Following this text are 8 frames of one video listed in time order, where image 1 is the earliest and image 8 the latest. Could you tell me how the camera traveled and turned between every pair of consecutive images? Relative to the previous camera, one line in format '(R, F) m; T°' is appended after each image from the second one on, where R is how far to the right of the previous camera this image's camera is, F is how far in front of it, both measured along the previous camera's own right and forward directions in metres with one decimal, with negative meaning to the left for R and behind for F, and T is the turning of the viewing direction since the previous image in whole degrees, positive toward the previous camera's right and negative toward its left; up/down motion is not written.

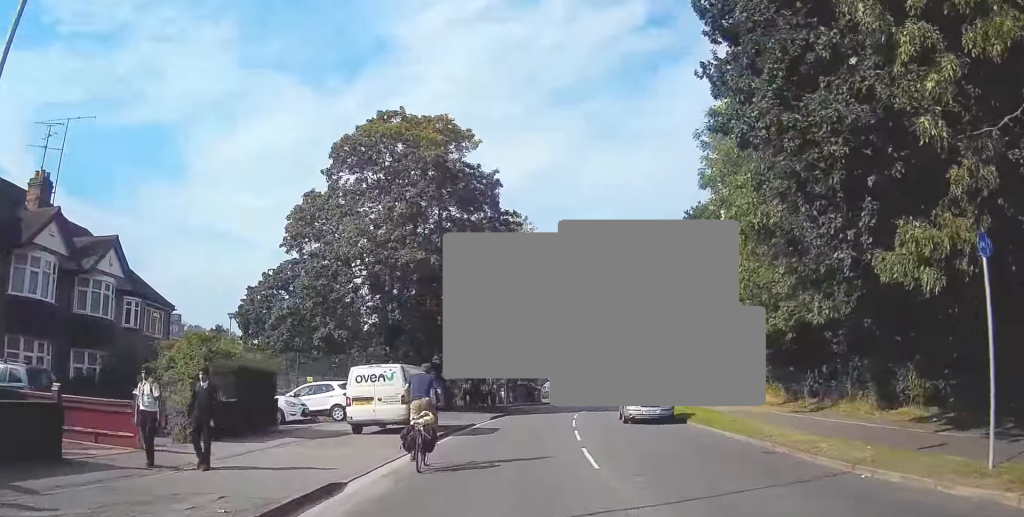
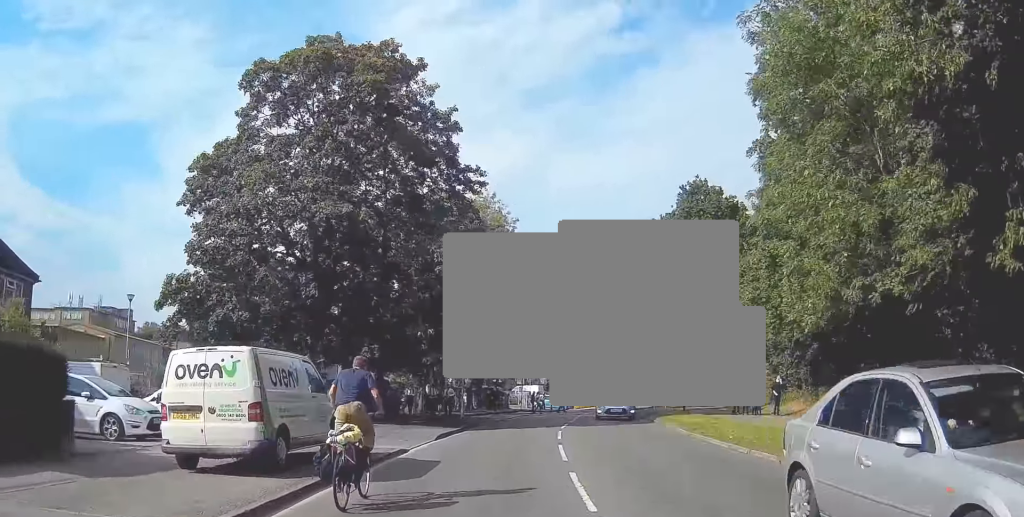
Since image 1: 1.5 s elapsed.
(+0.3, +9.0) m; +5°
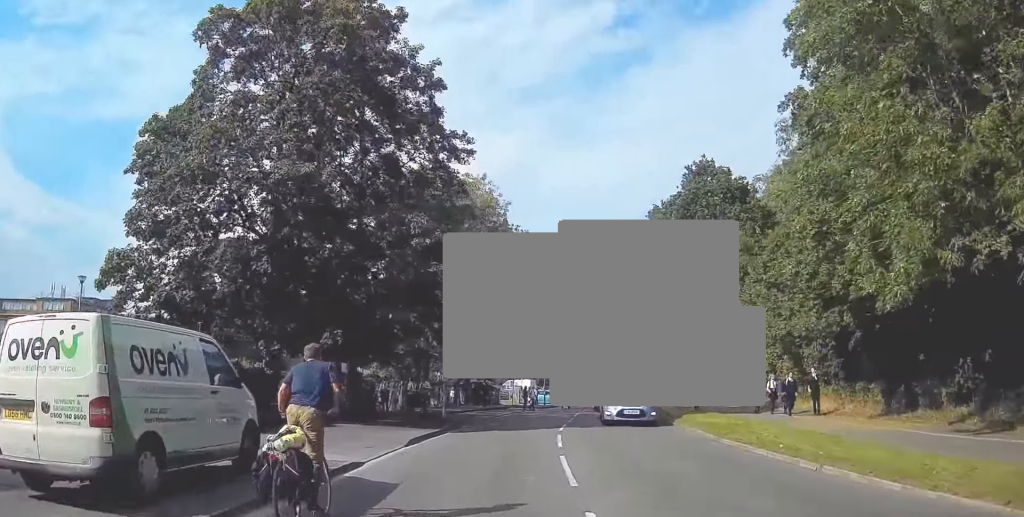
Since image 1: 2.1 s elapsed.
(+0.2, +4.1) m; -1°
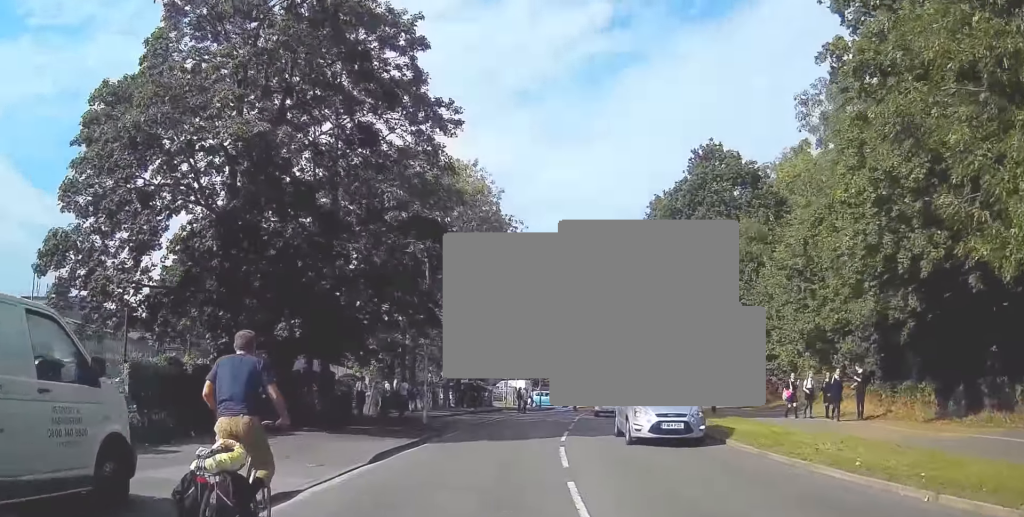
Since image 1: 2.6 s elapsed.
(0.0, +3.6) m; -2°
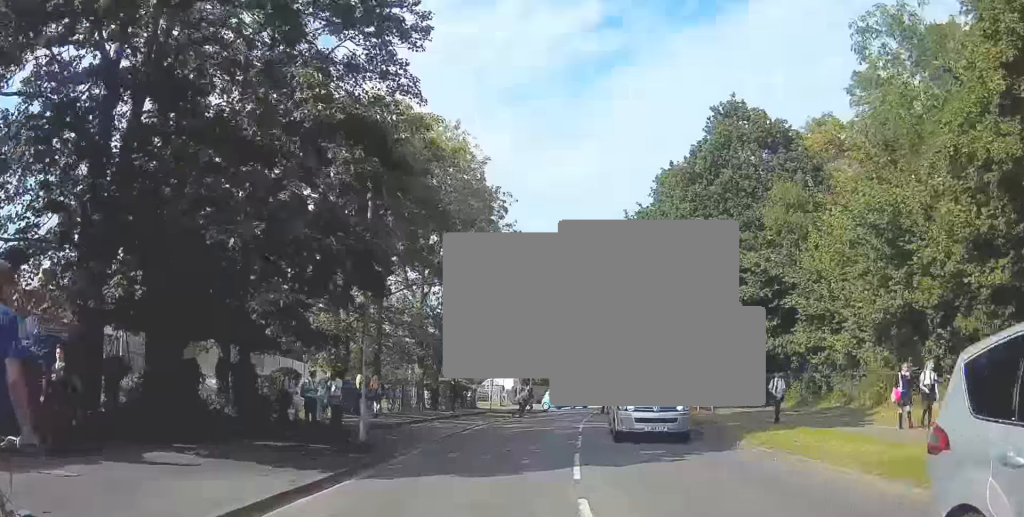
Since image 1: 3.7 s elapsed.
(-0.6, +7.6) m; -4°
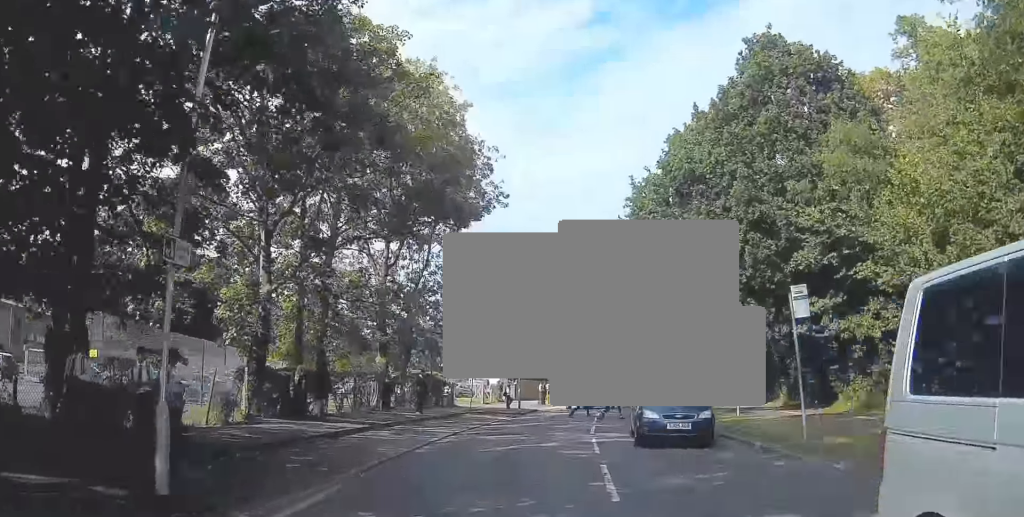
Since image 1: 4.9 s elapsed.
(0.0, +8.3) m; 0°
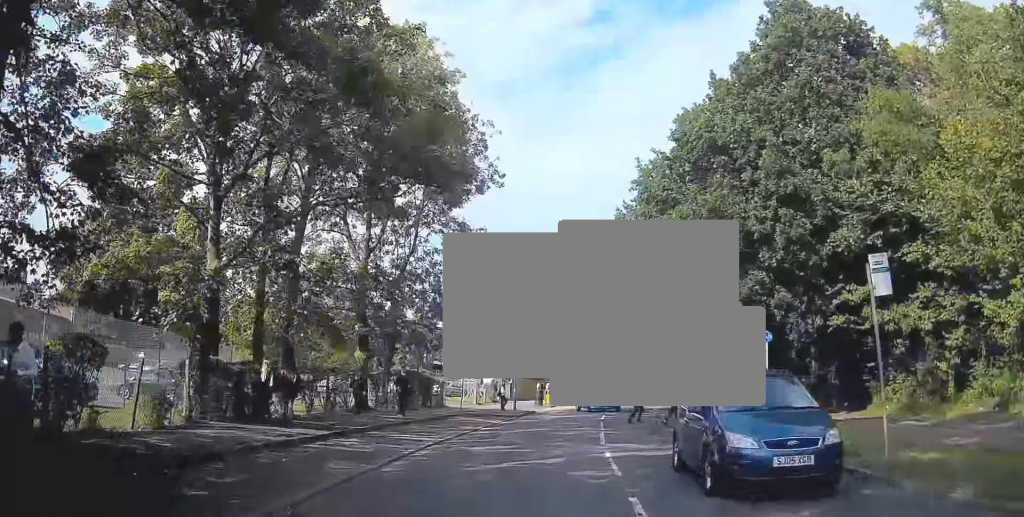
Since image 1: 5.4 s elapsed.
(0.0, +3.7) m; 0°
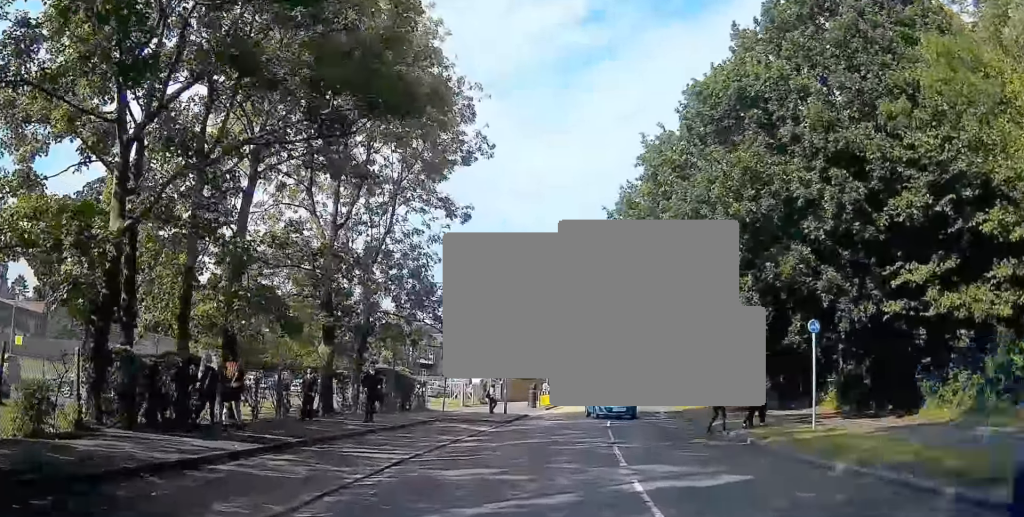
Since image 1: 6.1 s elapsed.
(0.0, +4.6) m; -3°
